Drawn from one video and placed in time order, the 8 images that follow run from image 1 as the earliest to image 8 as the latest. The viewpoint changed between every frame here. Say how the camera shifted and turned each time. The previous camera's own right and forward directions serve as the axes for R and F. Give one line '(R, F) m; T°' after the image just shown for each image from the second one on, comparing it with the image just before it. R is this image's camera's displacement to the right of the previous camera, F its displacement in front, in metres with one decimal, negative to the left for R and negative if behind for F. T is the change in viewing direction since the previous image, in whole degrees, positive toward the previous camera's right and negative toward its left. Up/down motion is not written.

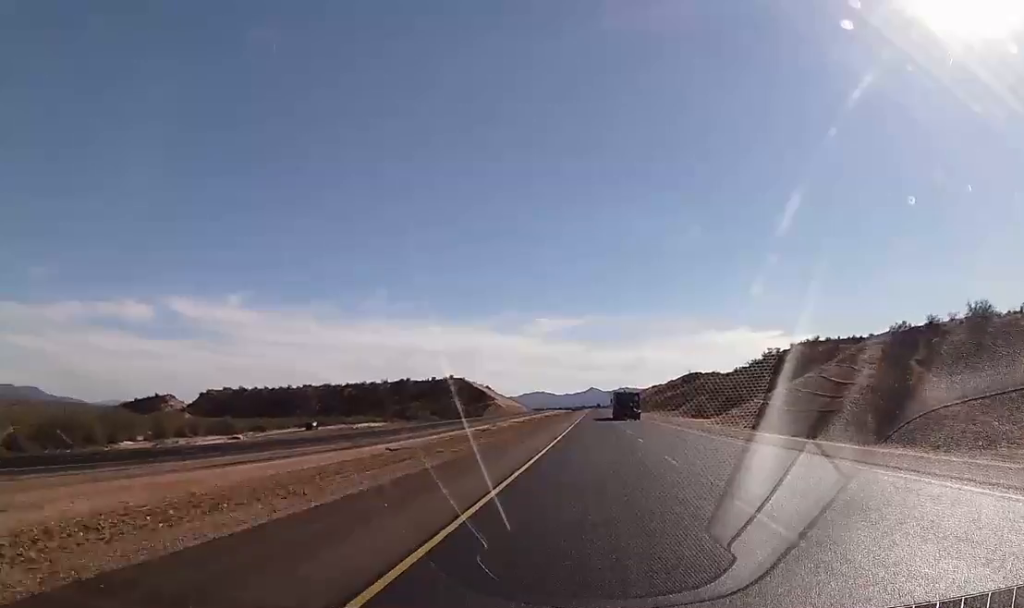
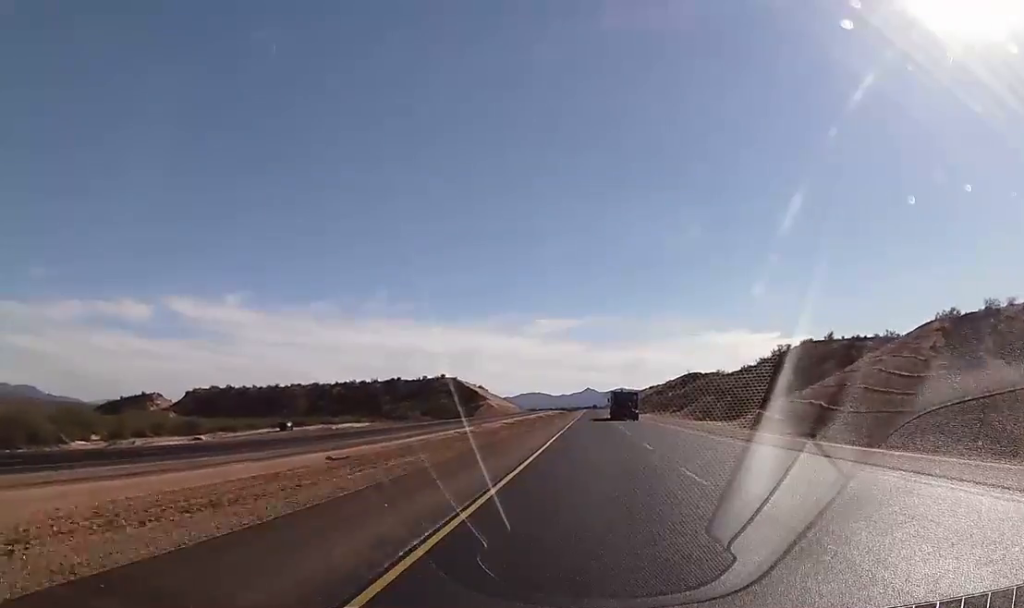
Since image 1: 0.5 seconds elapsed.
(+0.1, +17.7) m; 0°
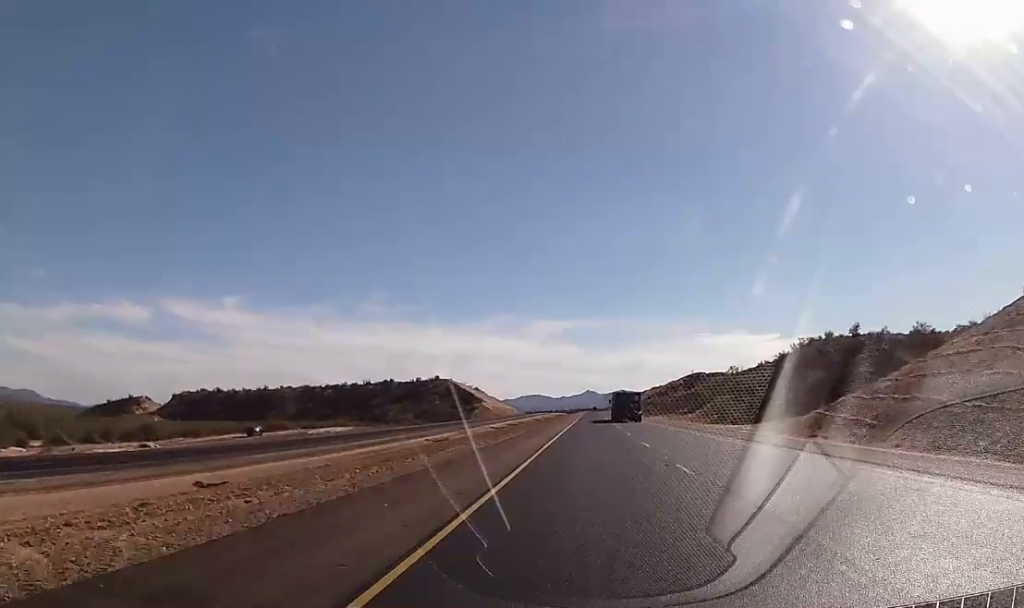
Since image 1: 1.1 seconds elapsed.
(-0.3, +22.5) m; 0°
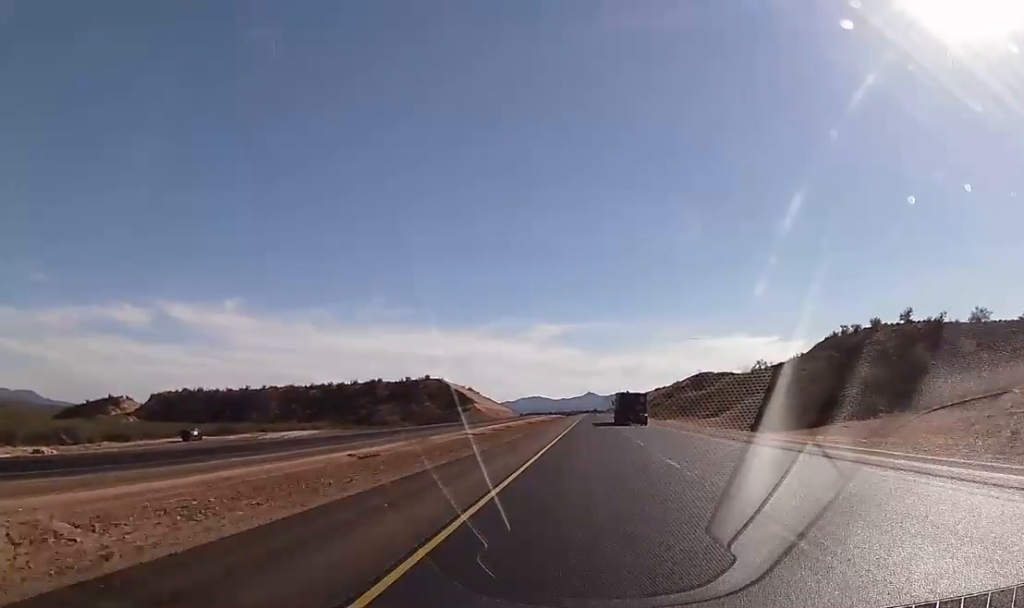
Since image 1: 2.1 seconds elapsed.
(+0.4, +34.3) m; 0°
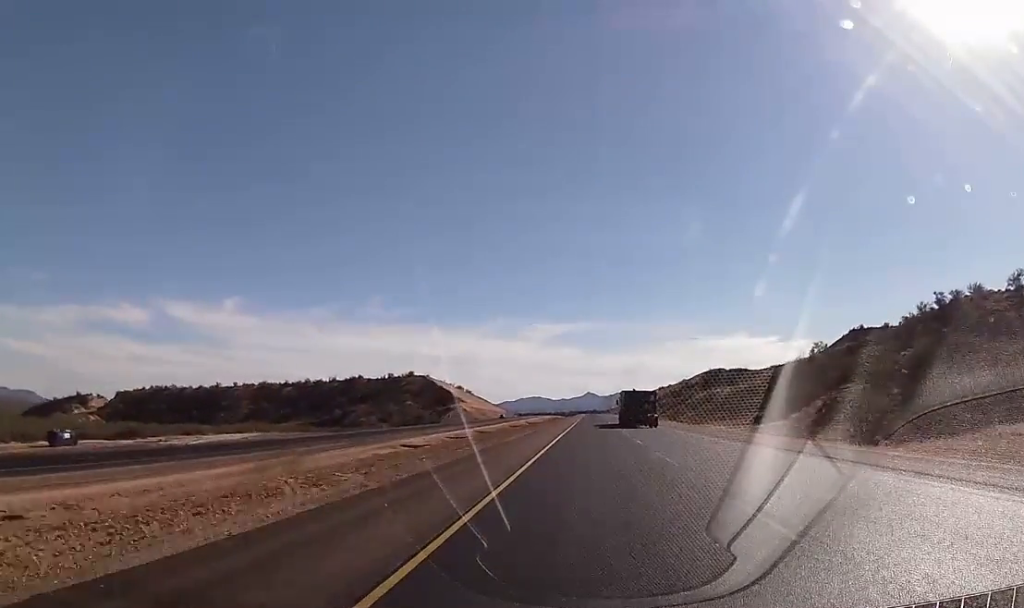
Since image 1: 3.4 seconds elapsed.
(-0.6, +47.4) m; 0°
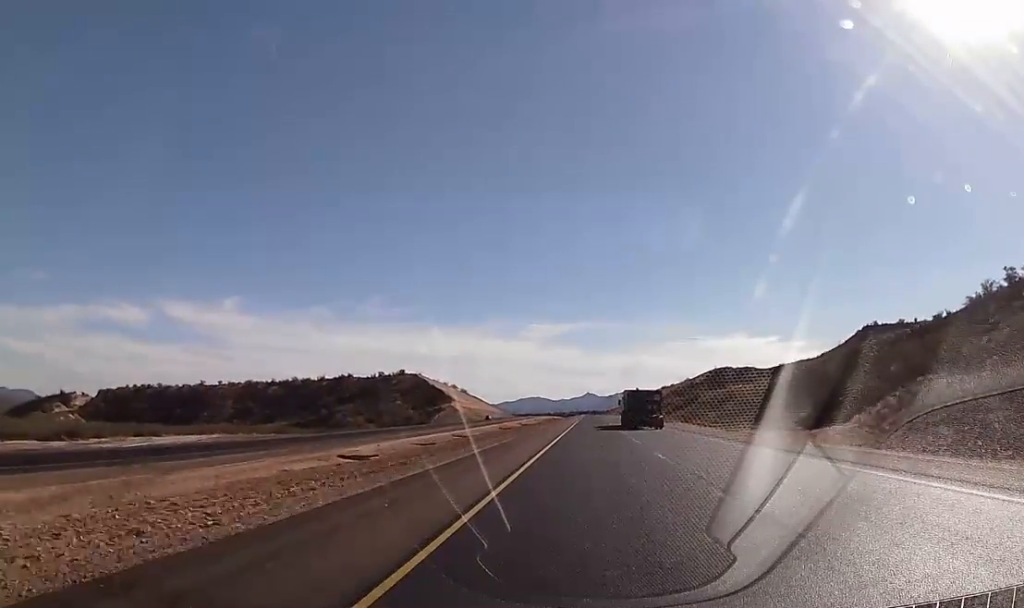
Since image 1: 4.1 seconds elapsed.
(+0.4, +22.4) m; +1°
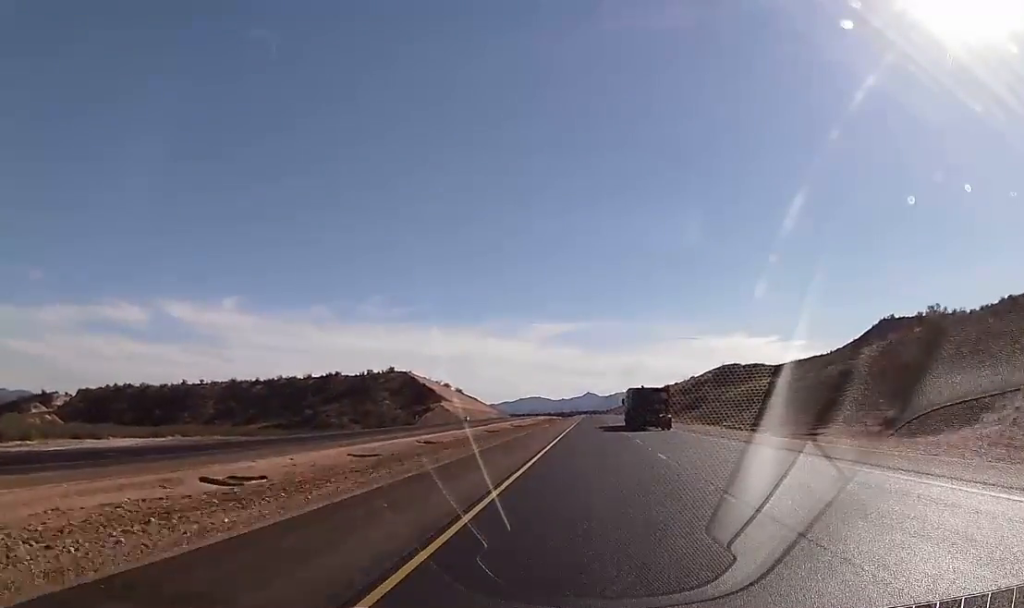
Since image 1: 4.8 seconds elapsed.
(+0.2, +24.8) m; 0°
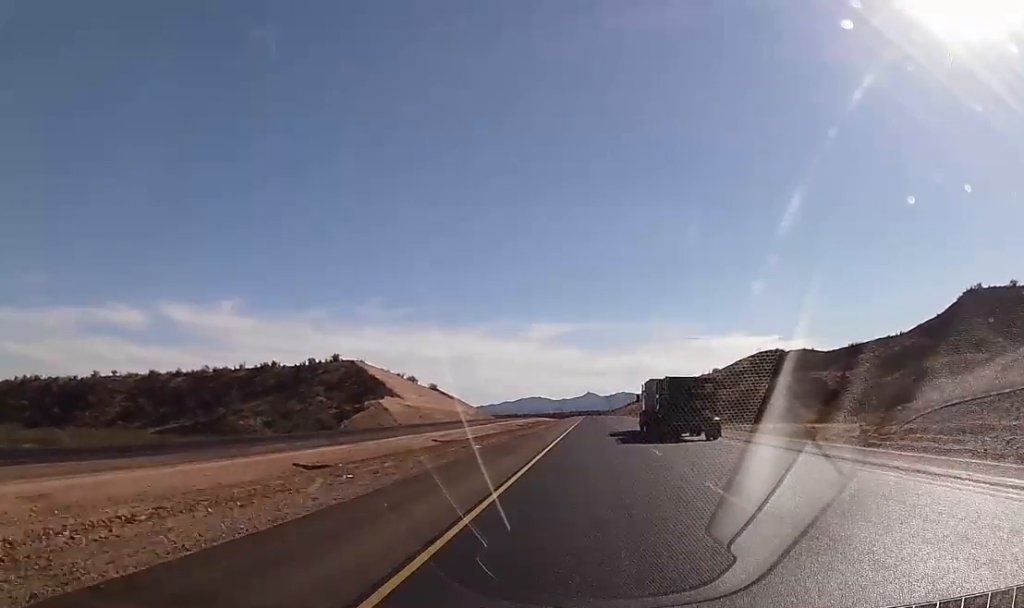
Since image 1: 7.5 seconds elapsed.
(-0.7, +95.7) m; -1°
